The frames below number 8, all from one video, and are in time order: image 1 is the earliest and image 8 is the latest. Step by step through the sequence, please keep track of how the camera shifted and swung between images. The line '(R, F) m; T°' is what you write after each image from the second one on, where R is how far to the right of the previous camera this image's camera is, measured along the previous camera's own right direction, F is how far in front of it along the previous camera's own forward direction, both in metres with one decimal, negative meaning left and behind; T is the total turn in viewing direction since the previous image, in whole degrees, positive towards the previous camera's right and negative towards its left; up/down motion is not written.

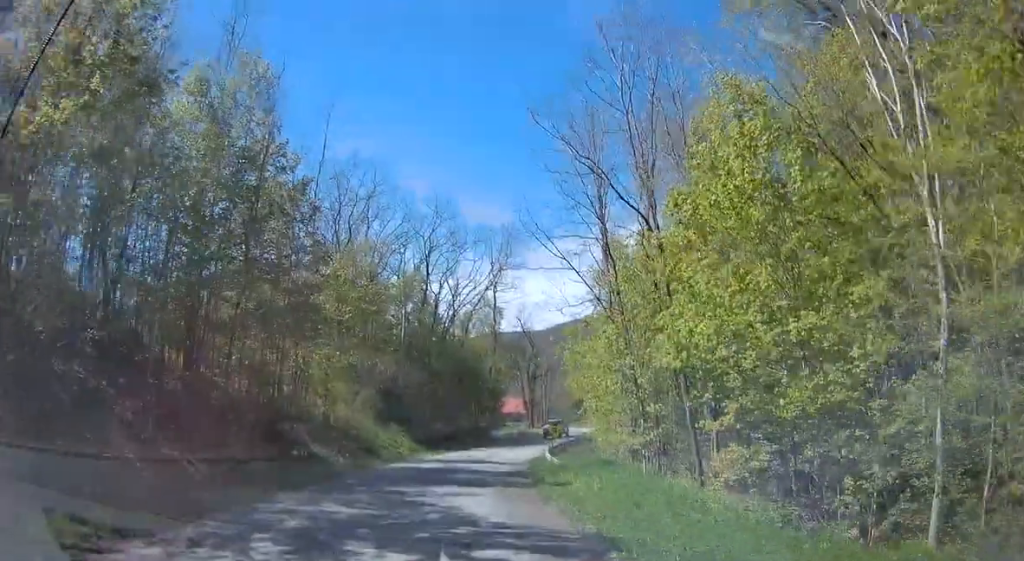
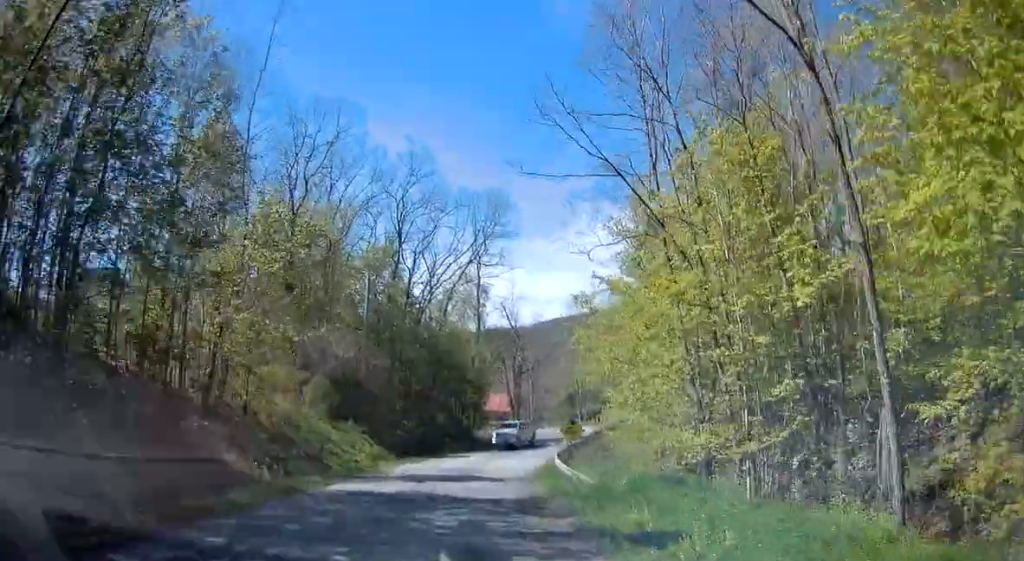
(+0.2, +10.6) m; 0°
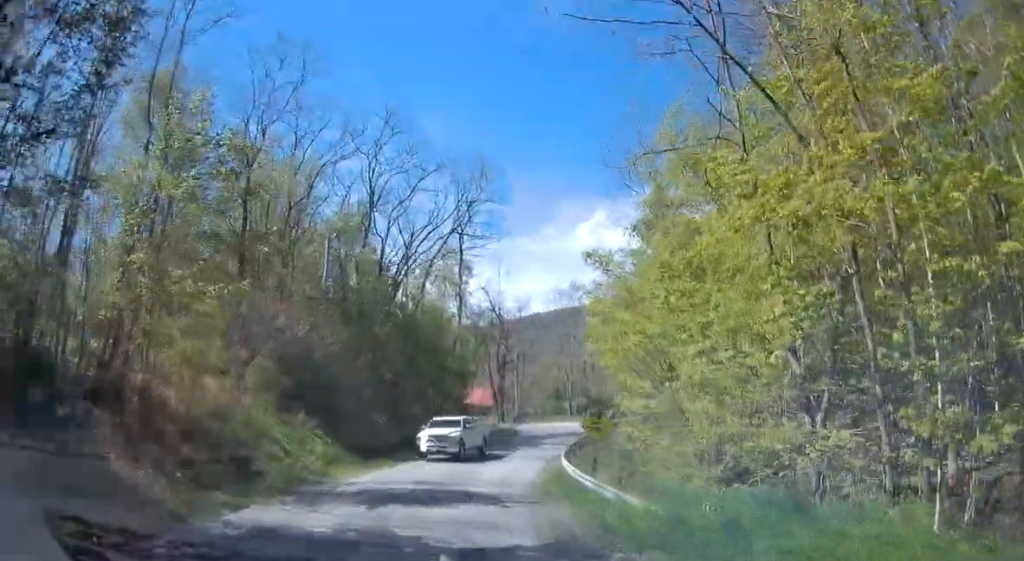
(-0.1, +7.3) m; +1°
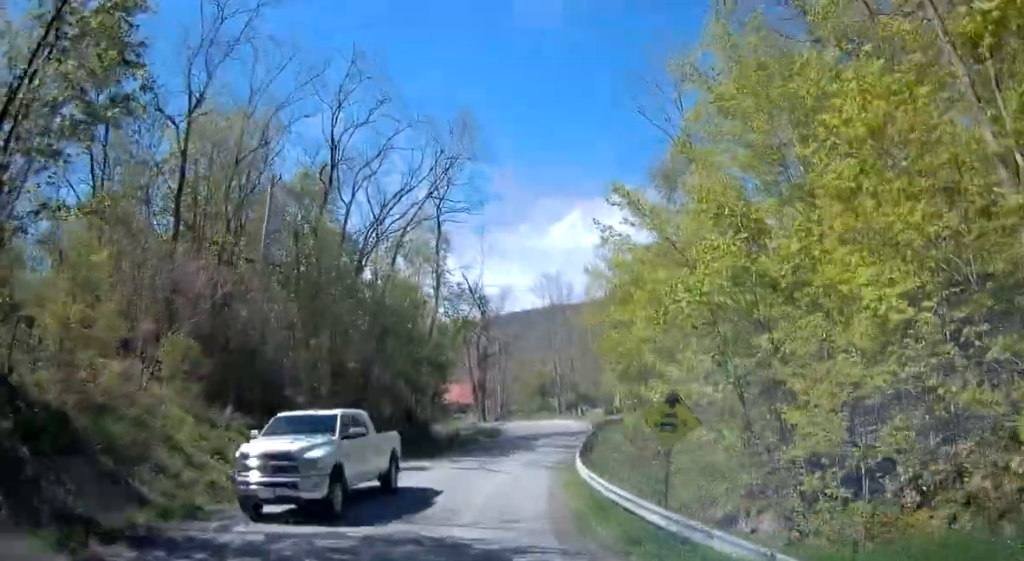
(+0.1, +7.5) m; +4°
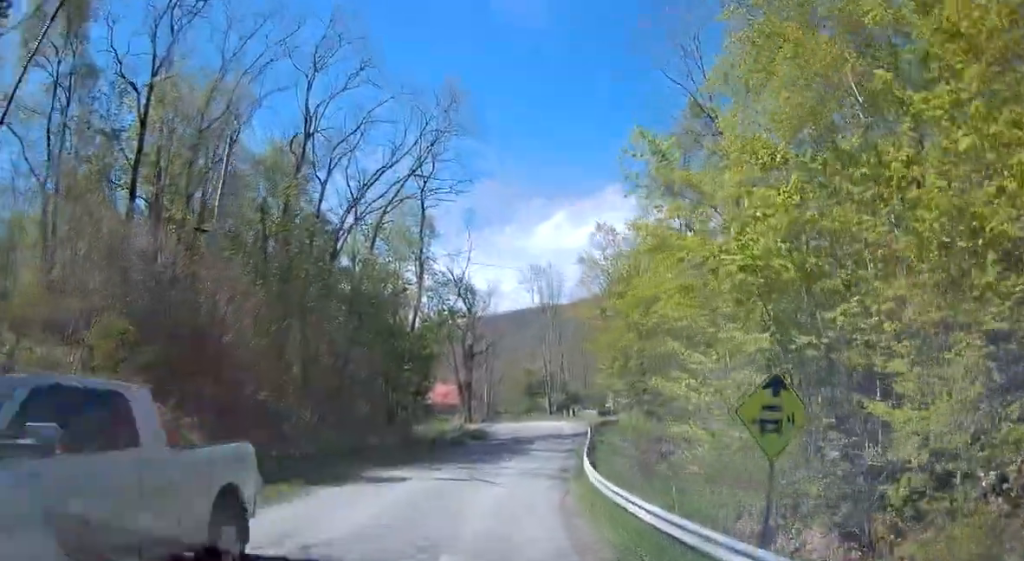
(+0.1, +4.0) m; +3°
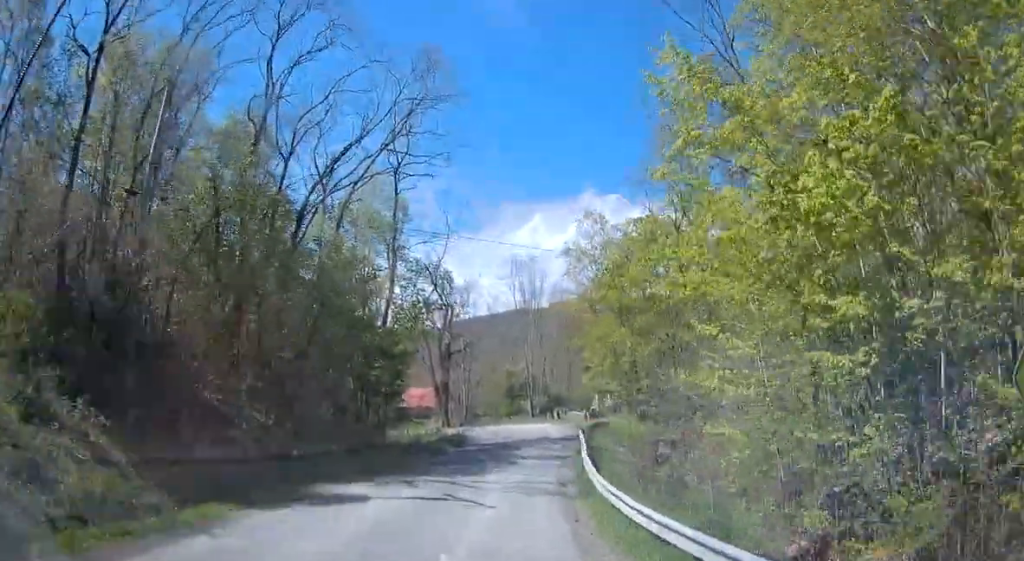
(+0.1, +4.0) m; +3°
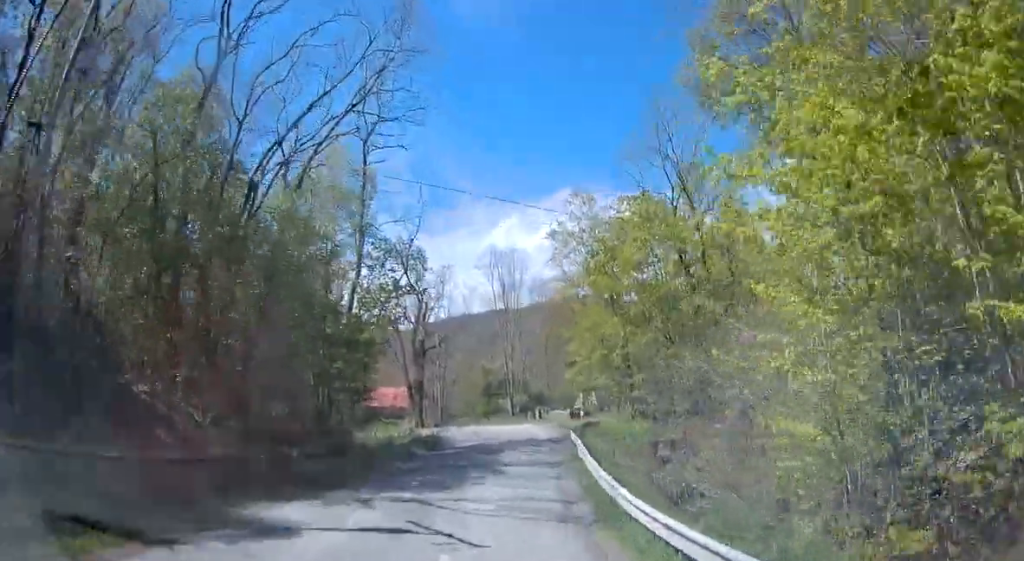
(+0.1, +4.5) m; +3°
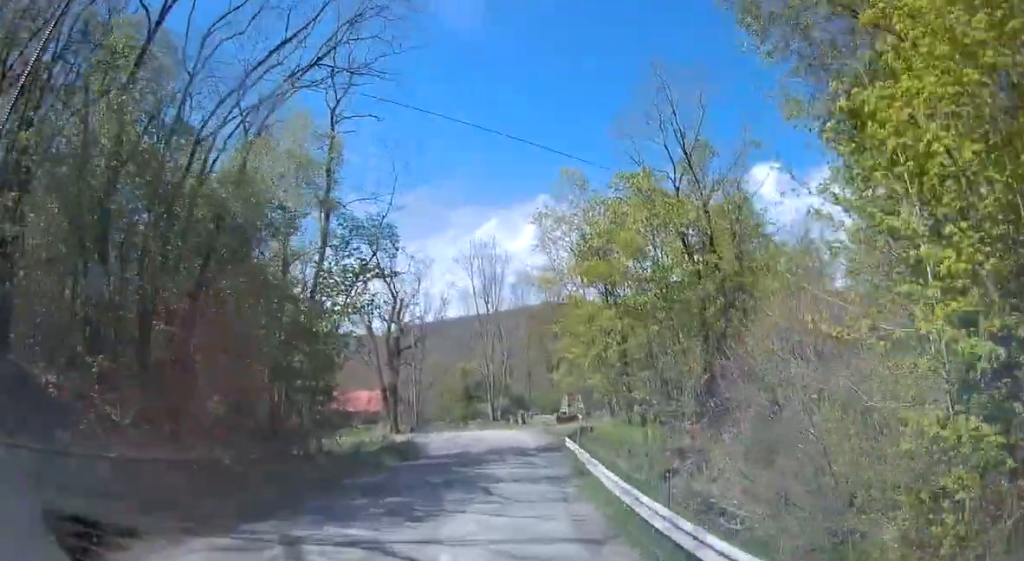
(0.0, +4.5) m; +3°
